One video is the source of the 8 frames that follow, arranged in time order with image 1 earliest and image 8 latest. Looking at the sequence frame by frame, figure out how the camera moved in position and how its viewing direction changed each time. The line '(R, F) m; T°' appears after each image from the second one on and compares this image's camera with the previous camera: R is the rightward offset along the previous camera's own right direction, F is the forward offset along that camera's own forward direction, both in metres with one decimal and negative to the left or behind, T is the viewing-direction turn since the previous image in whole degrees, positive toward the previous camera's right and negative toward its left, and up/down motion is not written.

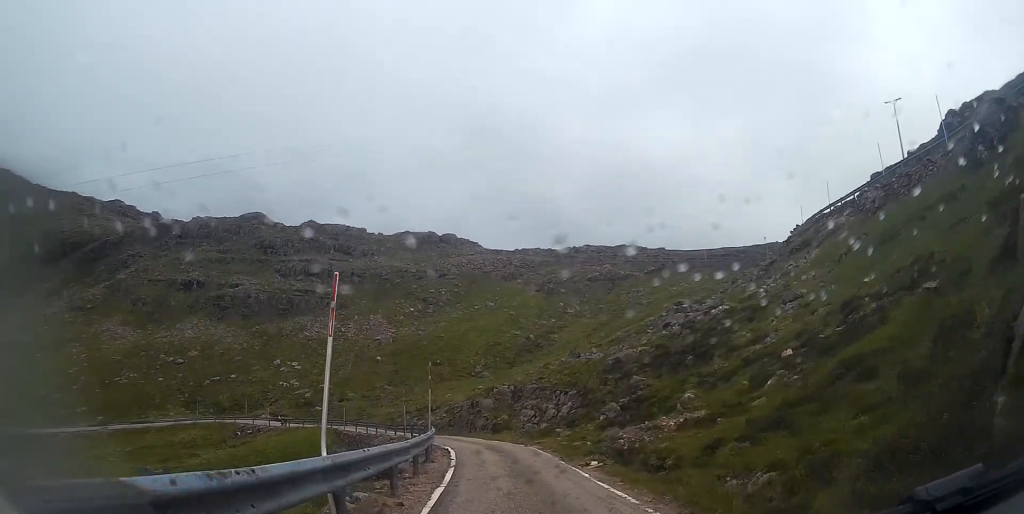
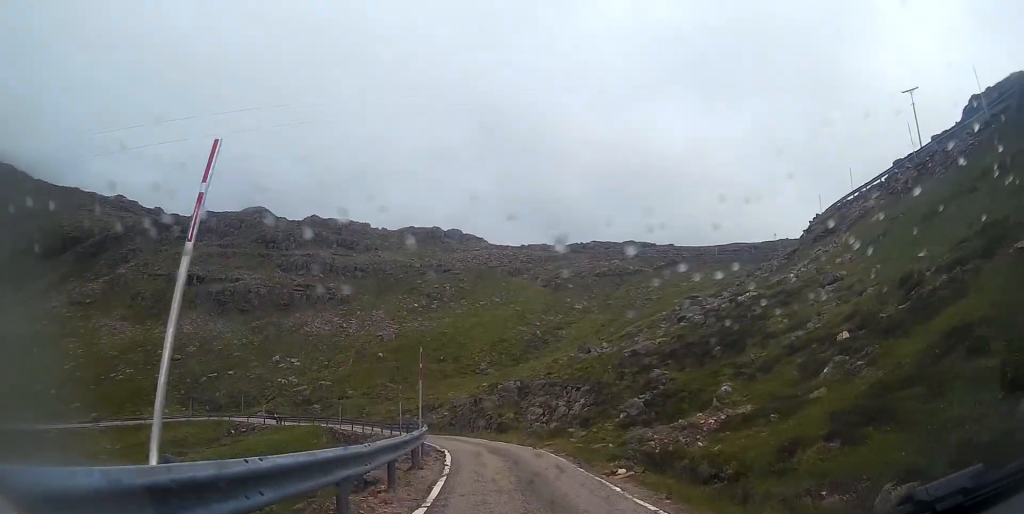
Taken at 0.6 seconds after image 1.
(-0.1, +3.0) m; 0°
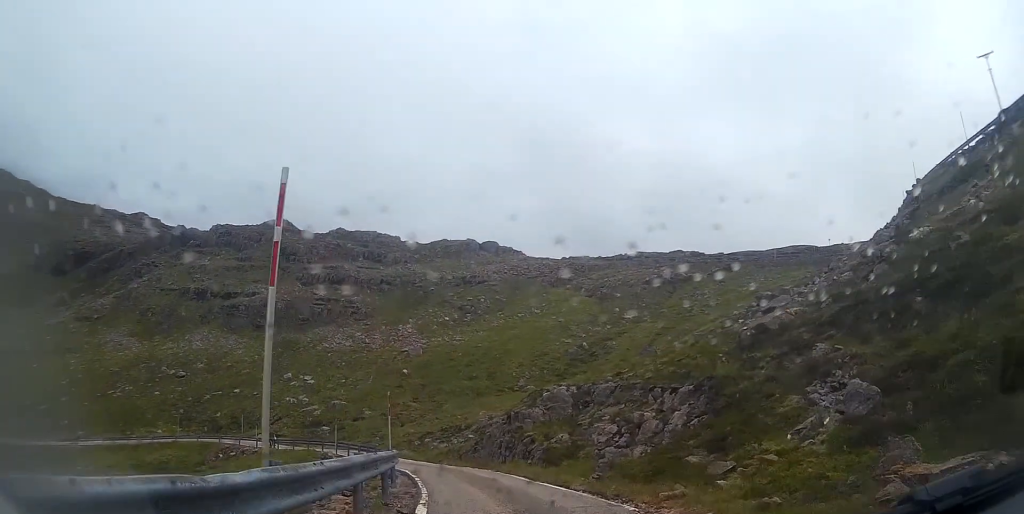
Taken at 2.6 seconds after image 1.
(+0.5, +11.4) m; -3°
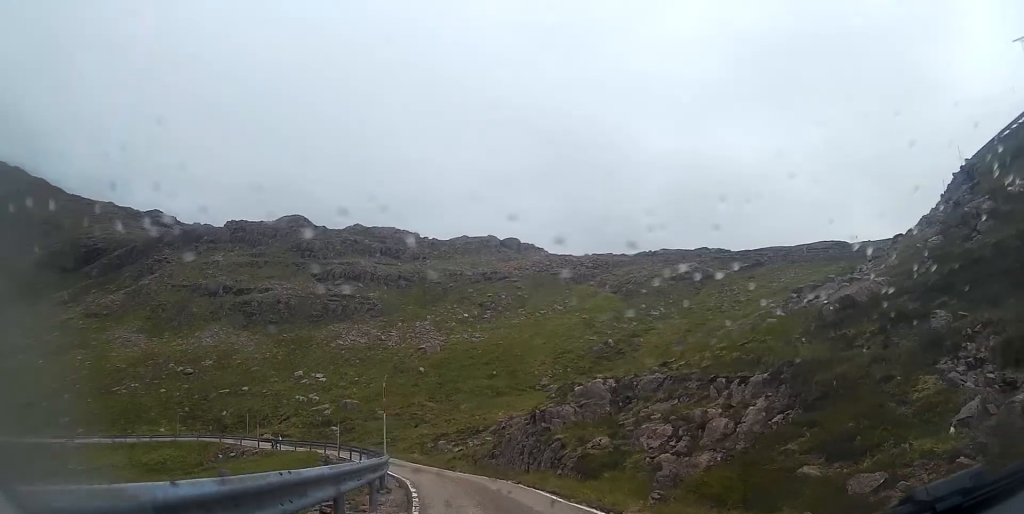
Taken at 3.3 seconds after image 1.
(-0.2, +4.1) m; -8°
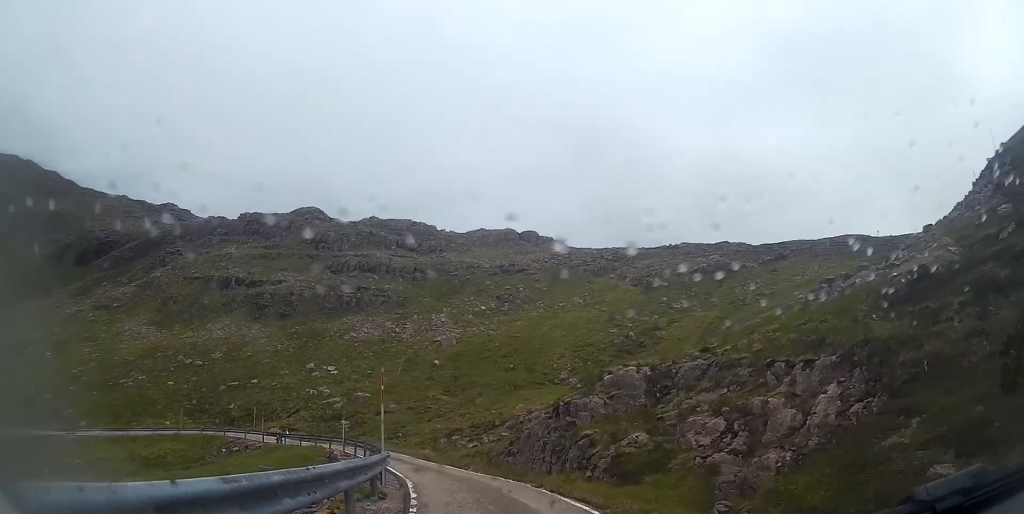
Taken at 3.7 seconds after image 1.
(-0.3, +2.7) m; -1°
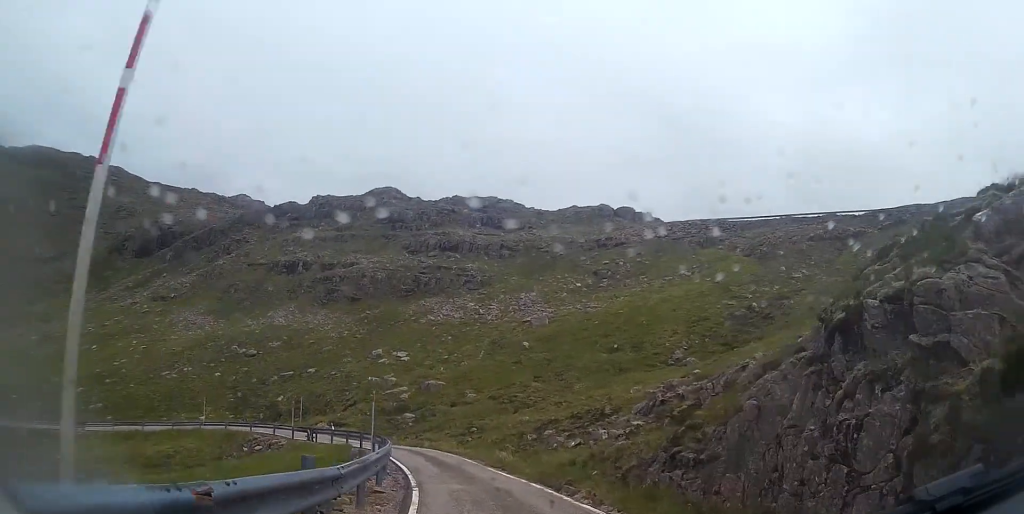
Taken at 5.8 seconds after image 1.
(-1.1, +13.1) m; -10°
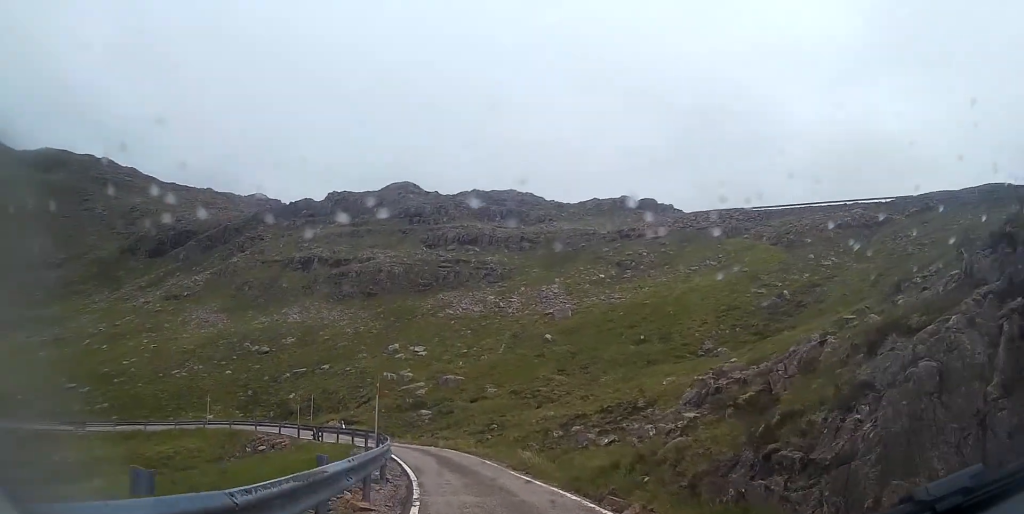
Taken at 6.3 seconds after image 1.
(-0.3, +3.0) m; -2°
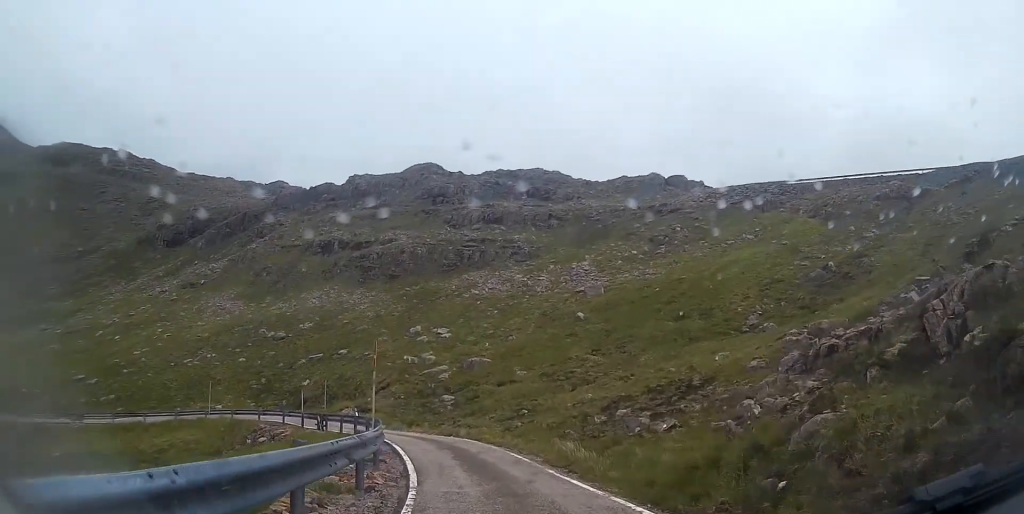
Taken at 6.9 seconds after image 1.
(+0.3, +4.3) m; +1°
